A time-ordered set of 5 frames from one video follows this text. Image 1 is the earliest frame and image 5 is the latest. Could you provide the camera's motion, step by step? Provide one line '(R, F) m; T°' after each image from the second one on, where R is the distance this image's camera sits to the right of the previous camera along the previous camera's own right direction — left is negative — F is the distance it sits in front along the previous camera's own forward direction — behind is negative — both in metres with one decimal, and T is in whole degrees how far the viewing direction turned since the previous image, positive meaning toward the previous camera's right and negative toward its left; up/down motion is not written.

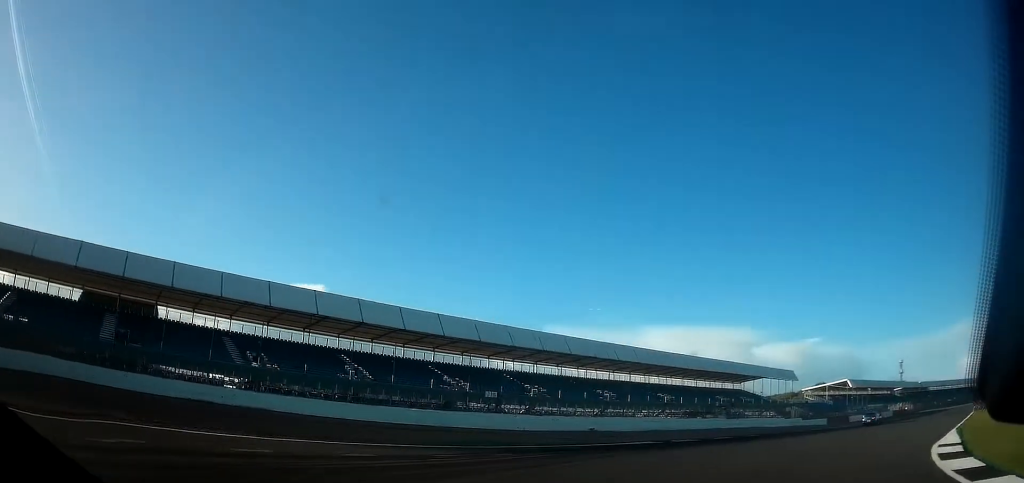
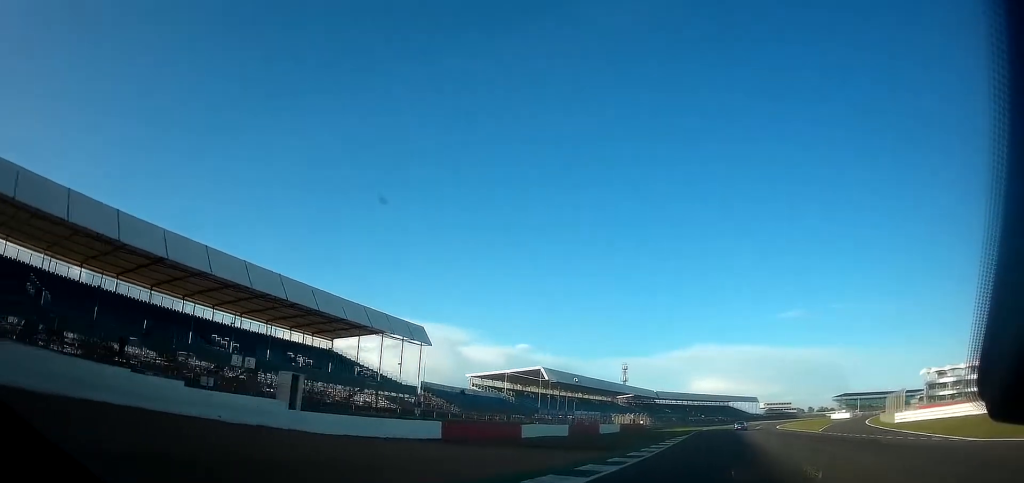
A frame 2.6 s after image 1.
(+13.7, +71.2) m; +16°
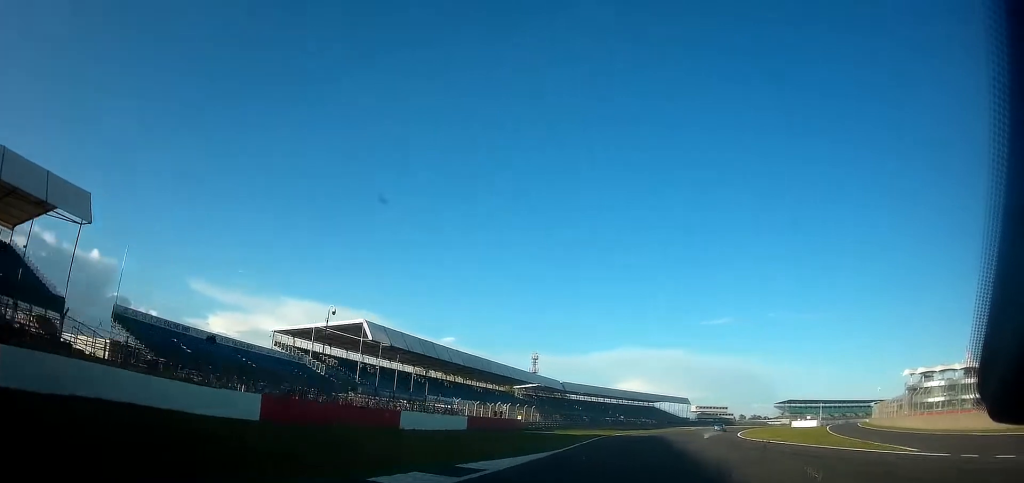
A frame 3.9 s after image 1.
(+0.8, +45.5) m; +3°
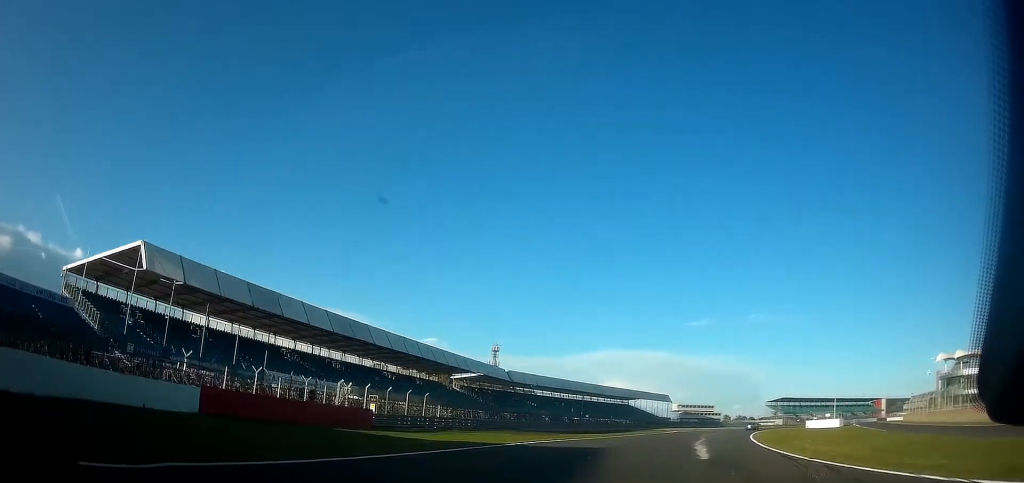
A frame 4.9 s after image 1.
(+1.3, +36.5) m; +5°
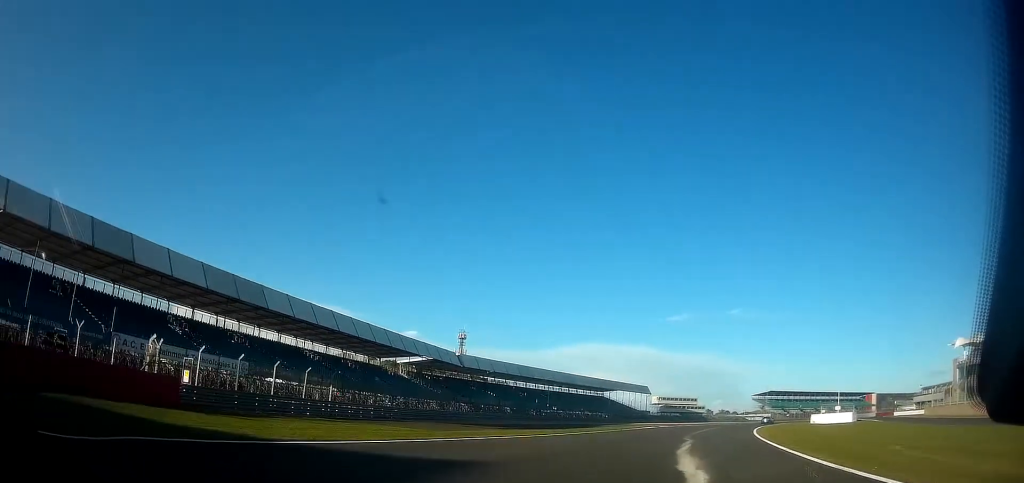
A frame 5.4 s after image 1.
(+0.4, +20.5) m; +3°
